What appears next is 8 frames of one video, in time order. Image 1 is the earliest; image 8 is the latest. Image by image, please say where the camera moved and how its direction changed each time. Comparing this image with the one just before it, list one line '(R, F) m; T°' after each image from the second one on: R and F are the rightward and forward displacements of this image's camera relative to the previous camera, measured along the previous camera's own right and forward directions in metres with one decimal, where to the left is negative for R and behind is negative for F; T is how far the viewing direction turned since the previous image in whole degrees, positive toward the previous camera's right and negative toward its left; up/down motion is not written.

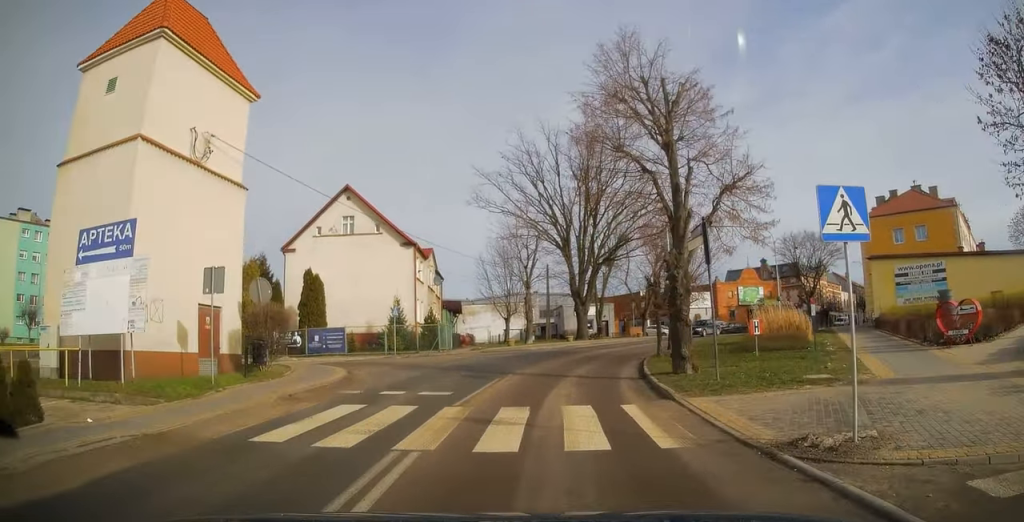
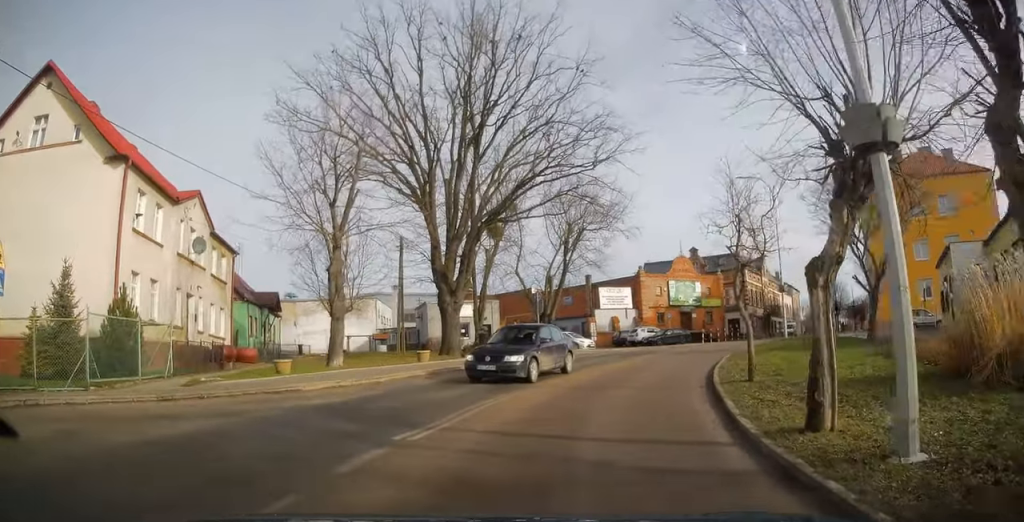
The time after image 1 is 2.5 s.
(+1.3, +22.2) m; +12°
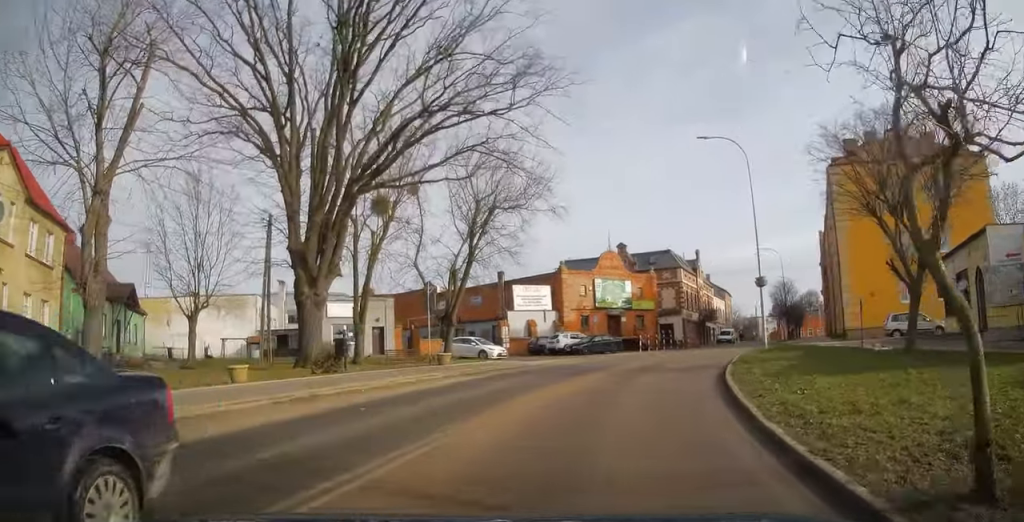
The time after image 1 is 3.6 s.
(+0.7, +8.5) m; +6°
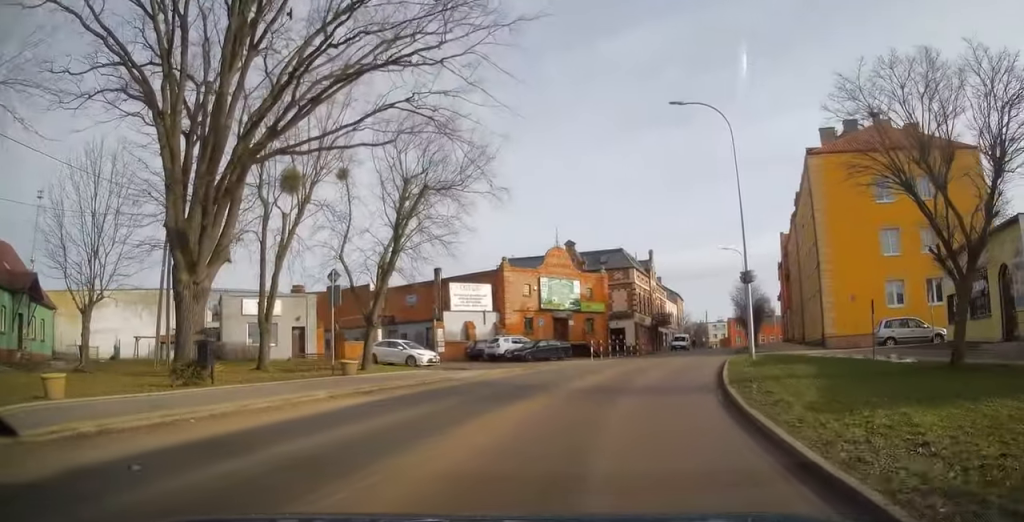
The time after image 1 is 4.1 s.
(-0.1, +4.8) m; +4°
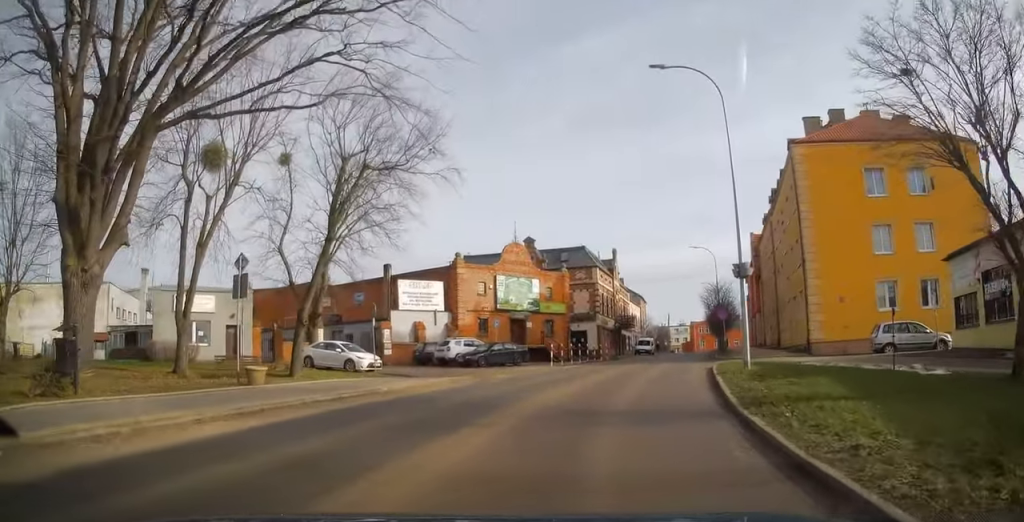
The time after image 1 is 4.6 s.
(+0.1, +3.5) m; +4°
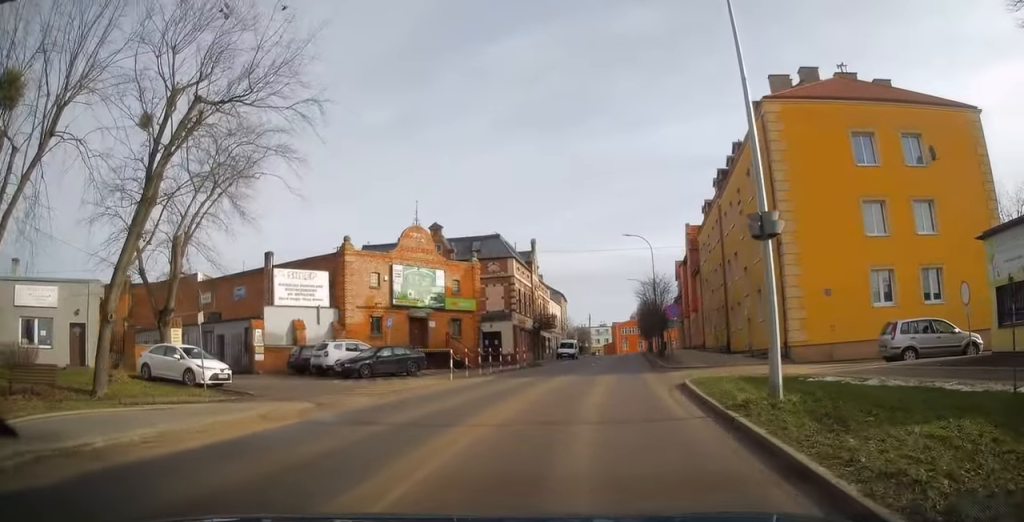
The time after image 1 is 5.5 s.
(+0.7, +7.3) m; +9°
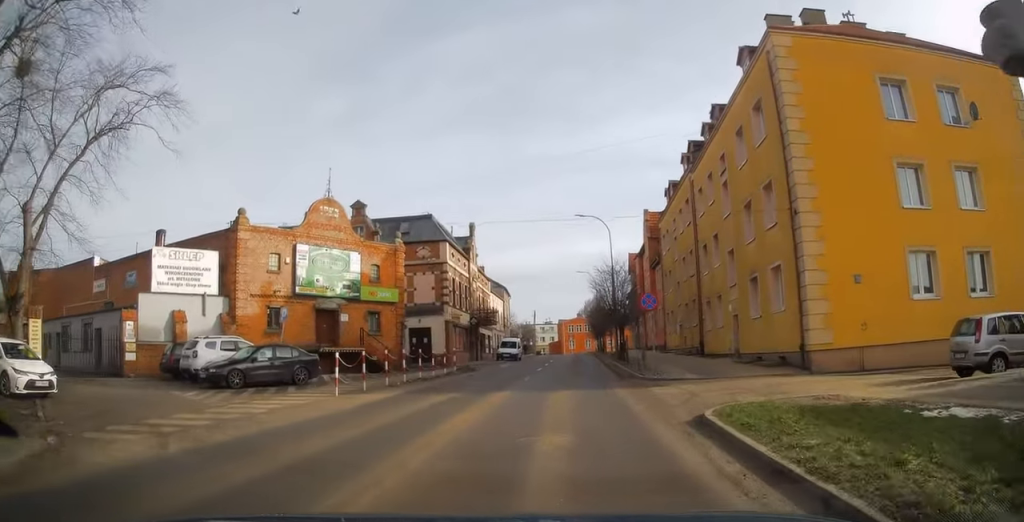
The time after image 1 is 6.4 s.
(+0.3, +6.6) m; +6°
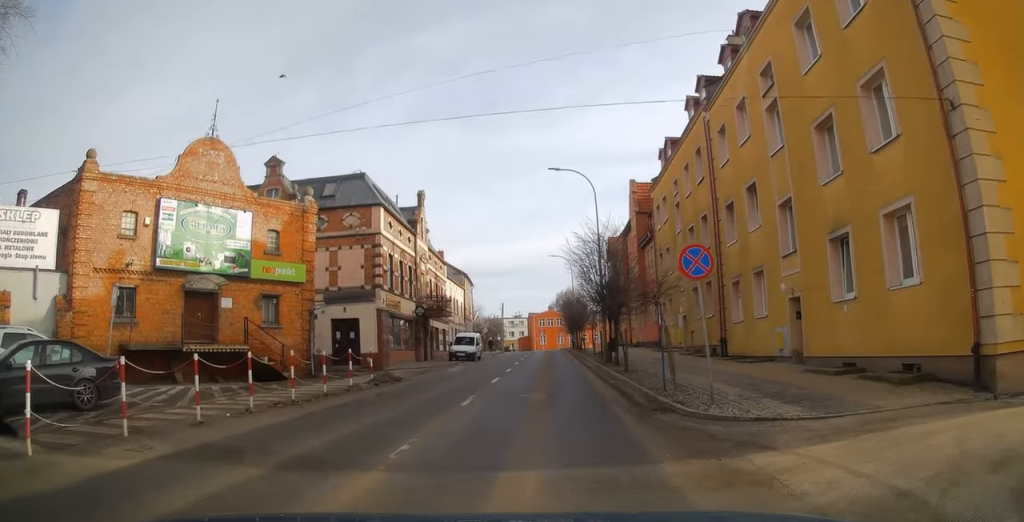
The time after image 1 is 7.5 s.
(+0.5, +9.0) m; +4°
